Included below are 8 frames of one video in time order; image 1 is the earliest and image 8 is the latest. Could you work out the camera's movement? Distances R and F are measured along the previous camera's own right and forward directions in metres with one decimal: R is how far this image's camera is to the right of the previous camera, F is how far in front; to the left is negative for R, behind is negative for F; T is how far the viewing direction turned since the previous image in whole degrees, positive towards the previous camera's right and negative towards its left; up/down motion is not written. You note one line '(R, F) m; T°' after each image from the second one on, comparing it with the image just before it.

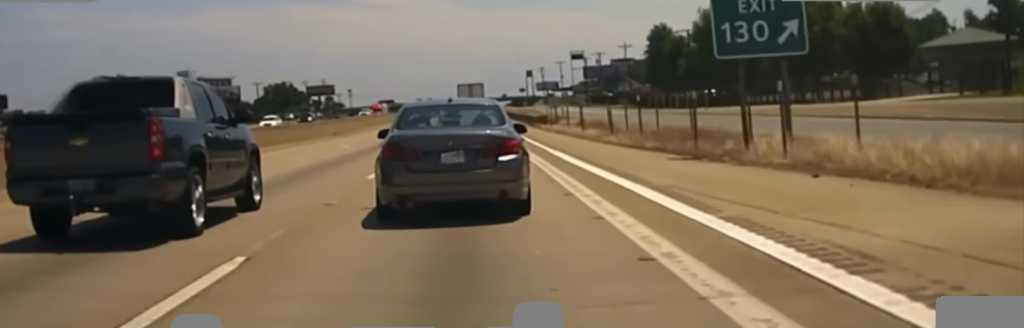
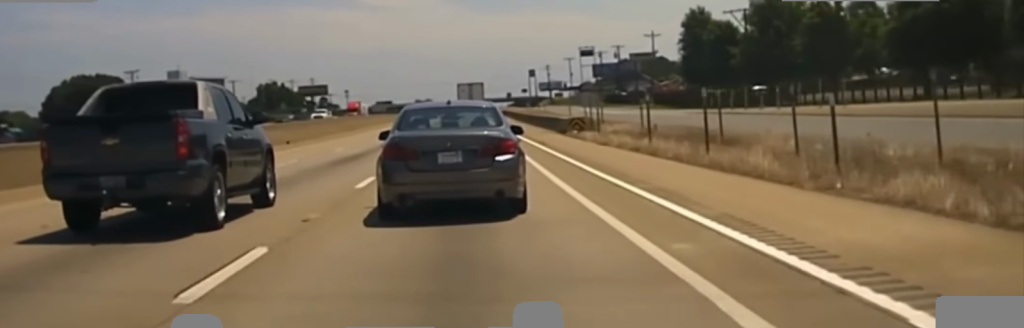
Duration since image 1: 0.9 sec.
(-0.1, +22.9) m; 0°
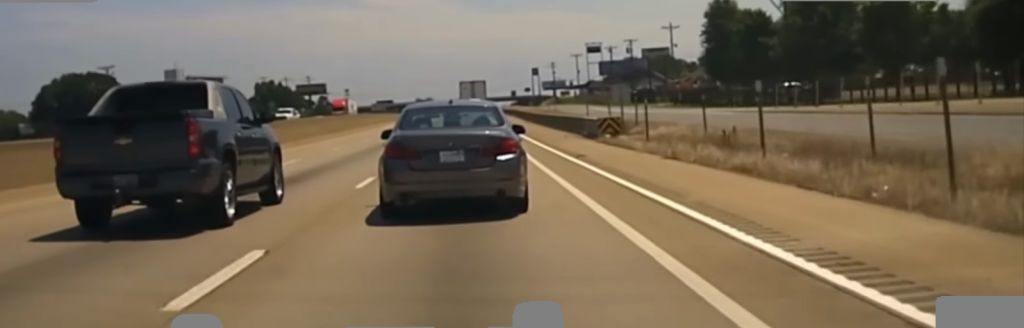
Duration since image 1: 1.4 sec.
(-0.1, +11.2) m; 0°
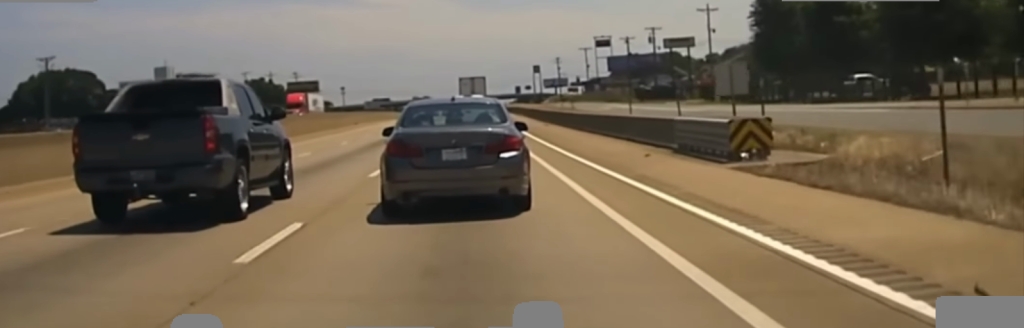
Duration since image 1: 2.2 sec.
(+0.1, +20.0) m; -1°
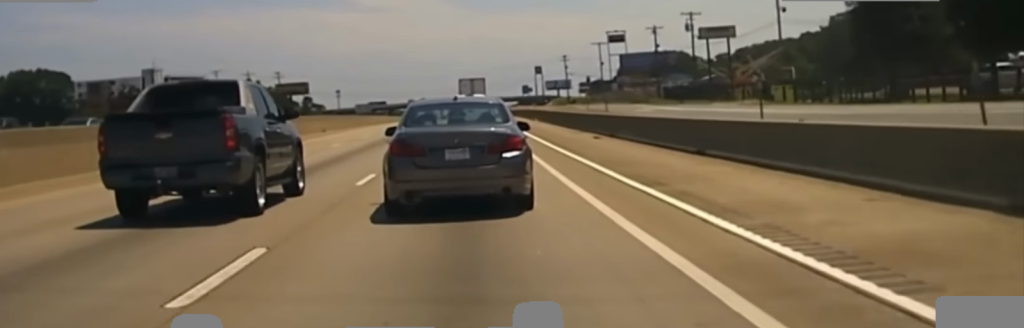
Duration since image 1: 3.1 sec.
(-0.4, +23.9) m; 0°
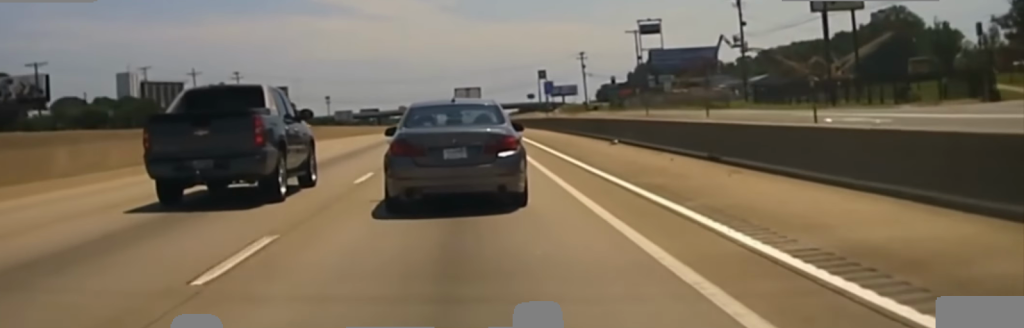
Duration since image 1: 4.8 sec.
(+1.2, +52.5) m; +2°
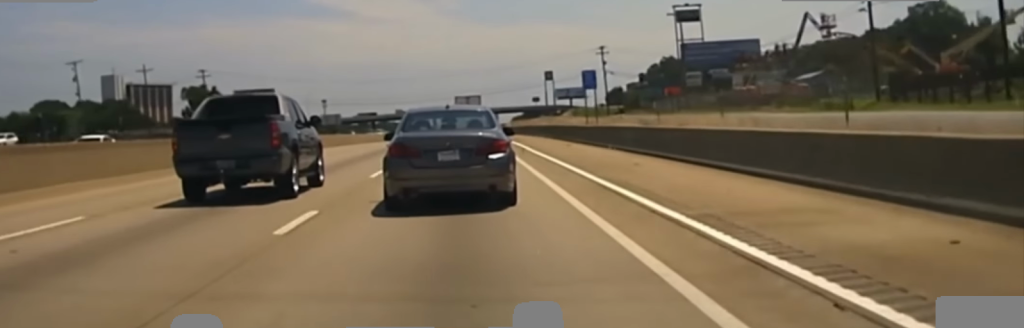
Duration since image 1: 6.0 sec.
(0.0, +39.7) m; 0°
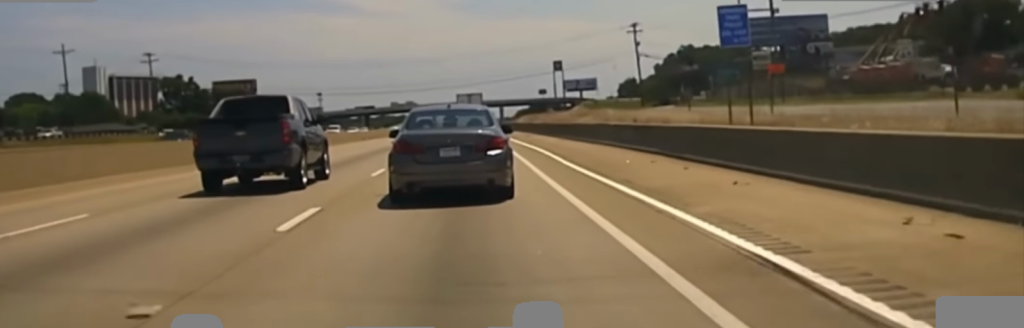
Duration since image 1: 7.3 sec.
(-0.1, +40.5) m; 0°
